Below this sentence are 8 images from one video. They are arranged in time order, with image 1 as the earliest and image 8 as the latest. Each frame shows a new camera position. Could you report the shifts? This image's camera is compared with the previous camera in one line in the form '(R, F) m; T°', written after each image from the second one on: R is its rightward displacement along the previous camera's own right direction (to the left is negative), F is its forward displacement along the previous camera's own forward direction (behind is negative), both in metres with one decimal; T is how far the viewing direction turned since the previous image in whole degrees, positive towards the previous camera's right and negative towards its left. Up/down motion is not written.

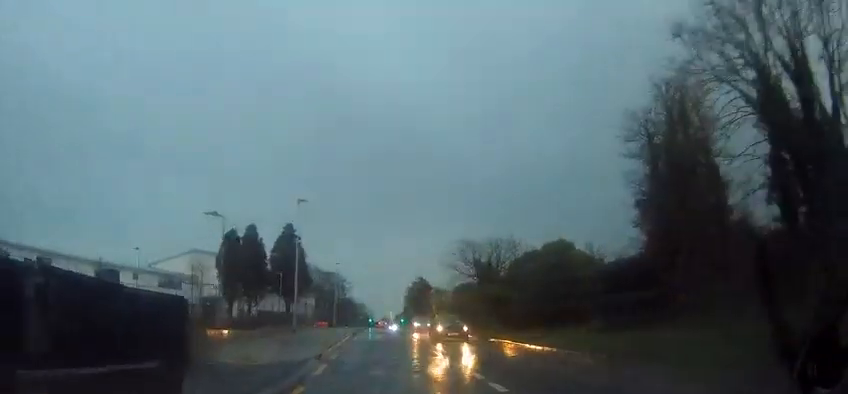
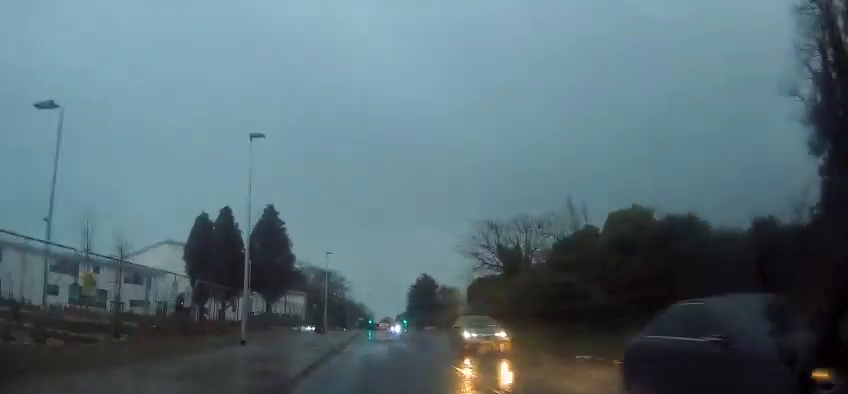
(0.0, +12.7) m; 0°
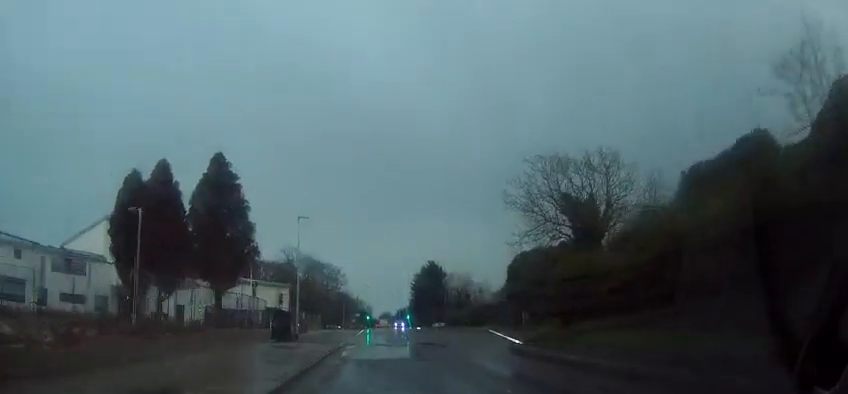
(0.0, +18.4) m; 0°
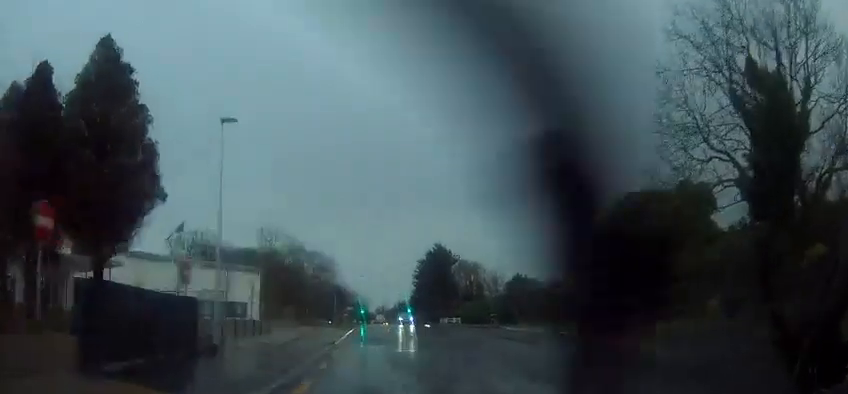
(0.0, +18.1) m; 0°
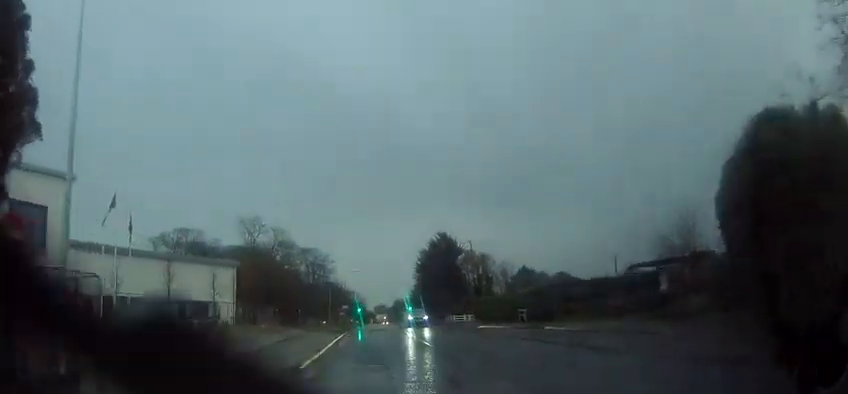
(0.0, +9.9) m; 0°
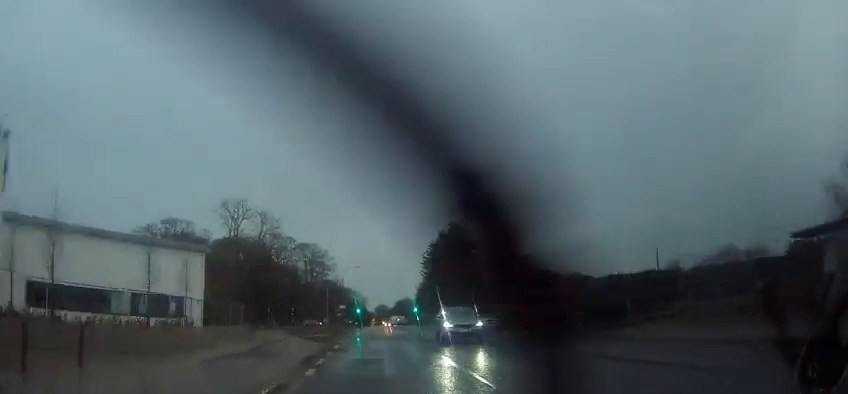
(0.0, +10.5) m; 0°
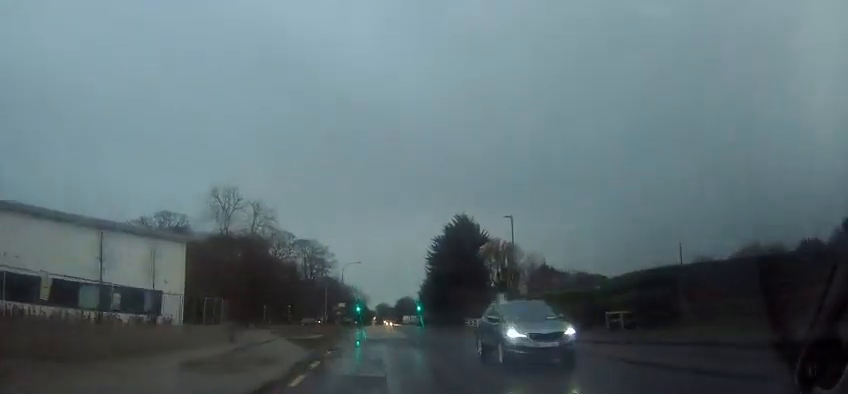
(0.0, +4.7) m; 0°
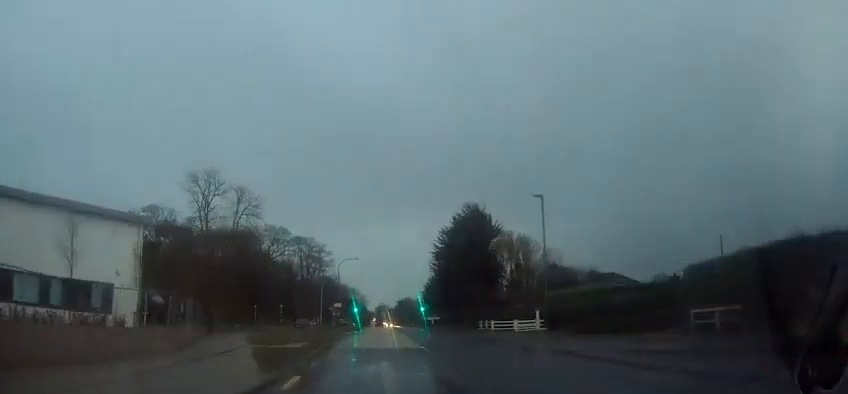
(0.0, +7.3) m; 0°
